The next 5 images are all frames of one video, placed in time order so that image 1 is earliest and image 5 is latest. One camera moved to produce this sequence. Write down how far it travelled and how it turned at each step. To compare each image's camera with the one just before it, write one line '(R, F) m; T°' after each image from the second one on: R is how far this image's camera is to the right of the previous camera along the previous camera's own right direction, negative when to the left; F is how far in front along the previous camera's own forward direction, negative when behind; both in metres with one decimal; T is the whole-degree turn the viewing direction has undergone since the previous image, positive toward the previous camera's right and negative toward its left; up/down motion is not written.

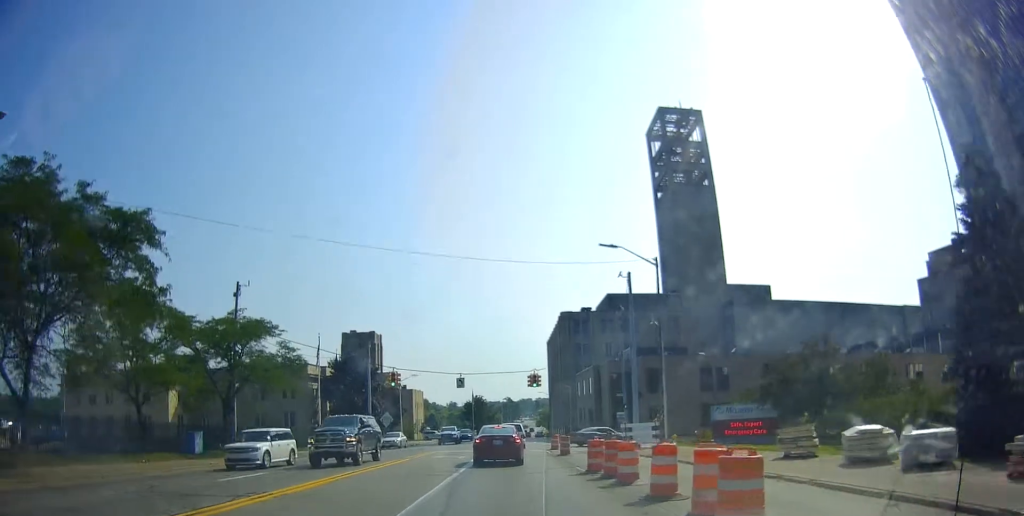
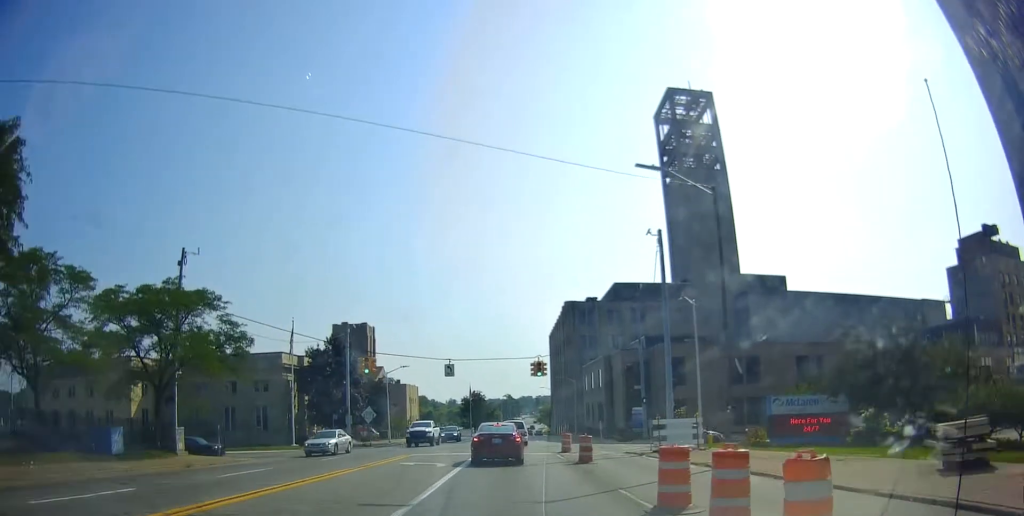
(-0.1, +8.7) m; -1°
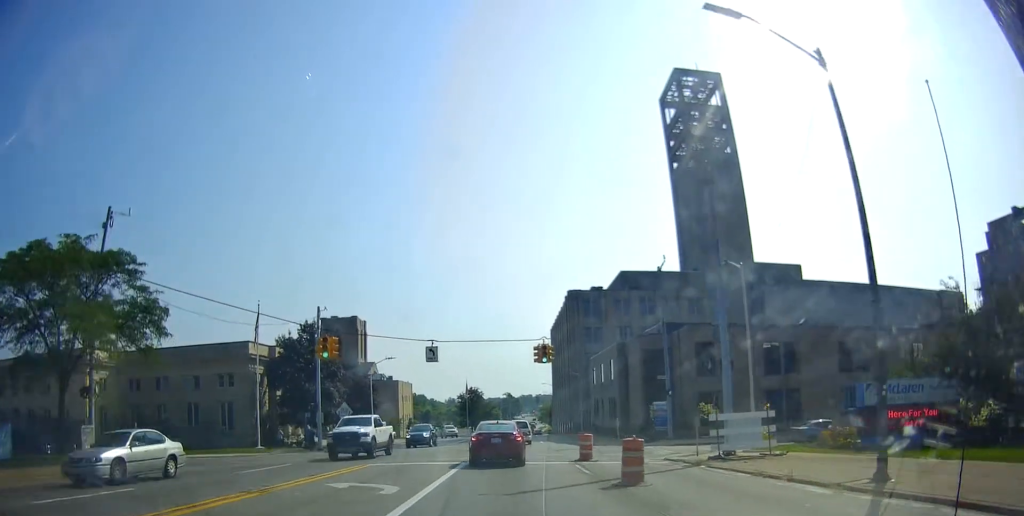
(+0.1, +8.9) m; 0°
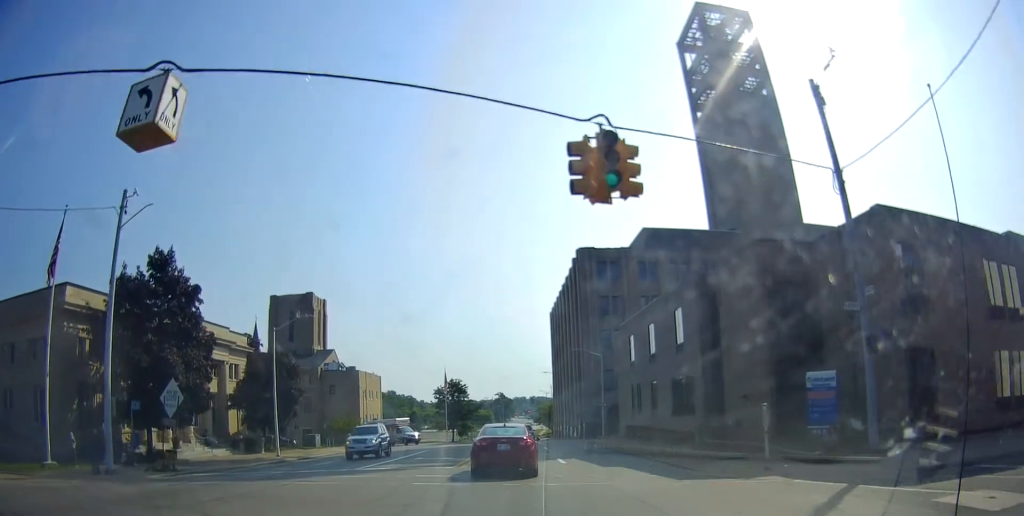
(-0.4, +27.2) m; +2°
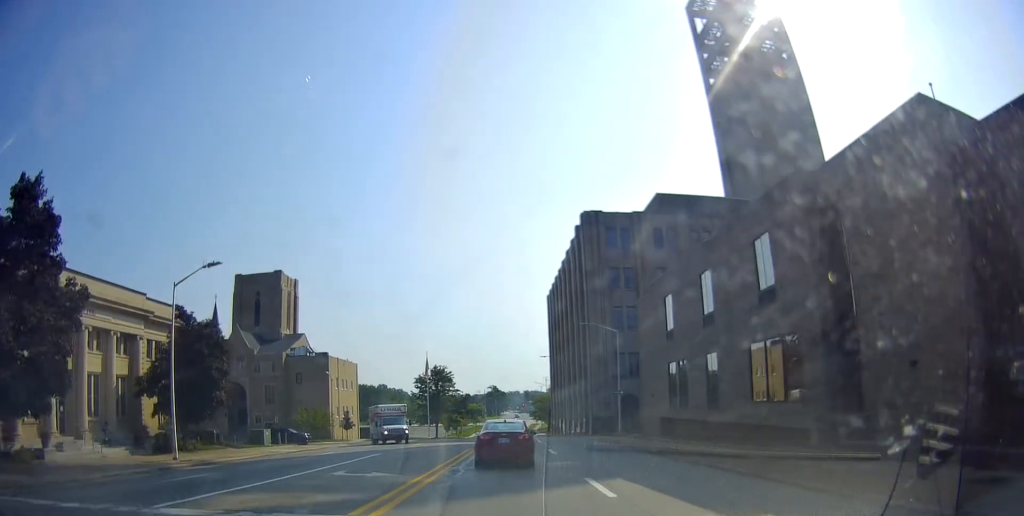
(0.0, +13.6) m; 0°
